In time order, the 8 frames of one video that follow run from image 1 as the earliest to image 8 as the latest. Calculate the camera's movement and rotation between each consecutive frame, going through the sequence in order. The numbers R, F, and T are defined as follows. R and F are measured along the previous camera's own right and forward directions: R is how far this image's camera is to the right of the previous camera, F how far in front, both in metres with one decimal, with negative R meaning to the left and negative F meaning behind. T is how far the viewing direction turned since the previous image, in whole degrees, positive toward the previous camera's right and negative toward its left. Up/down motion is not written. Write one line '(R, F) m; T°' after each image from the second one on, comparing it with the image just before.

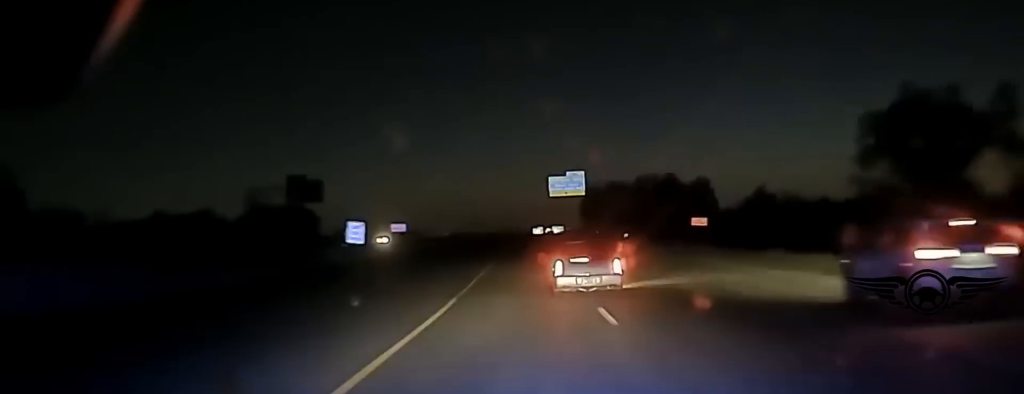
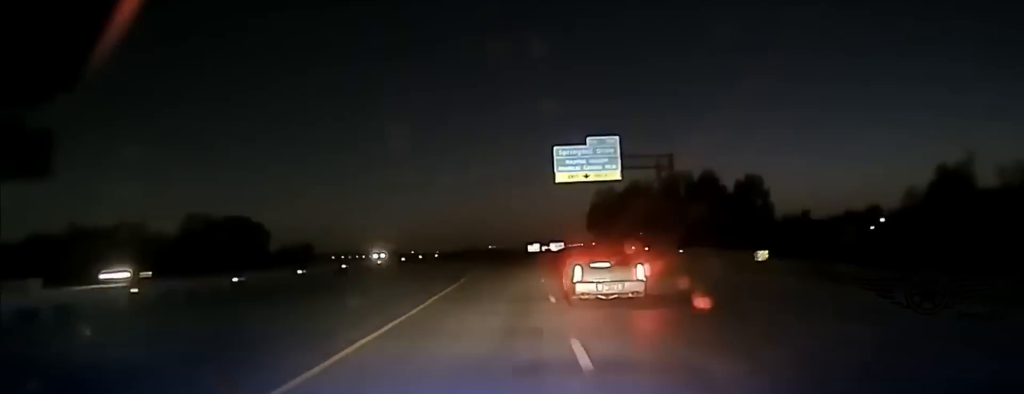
(+0.8, +65.6) m; +1°
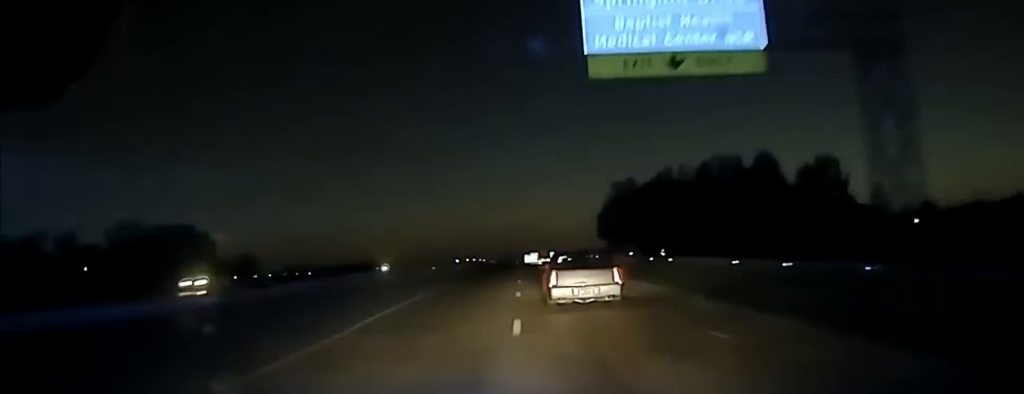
(-0.6, +52.2) m; -1°
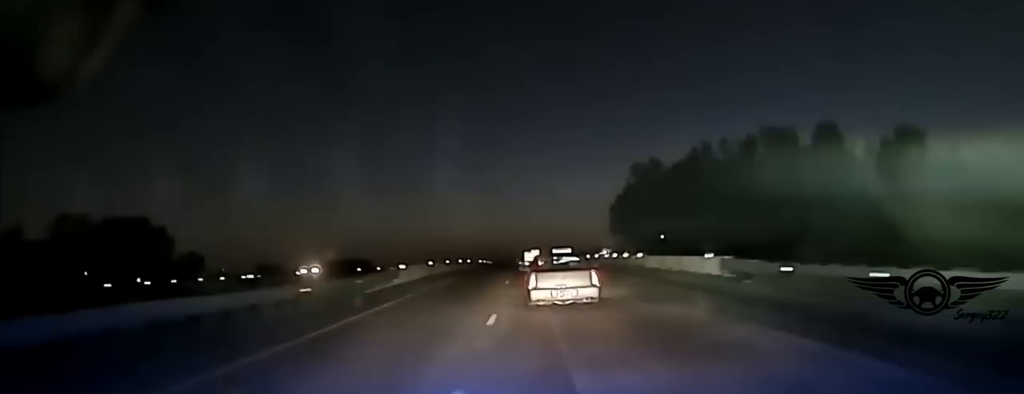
(-0.2, +38.6) m; 0°
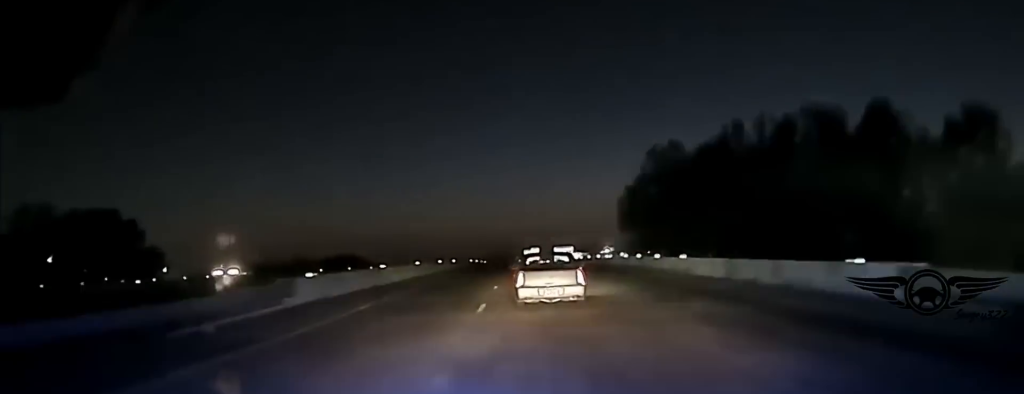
(0.0, +21.6) m; 0°
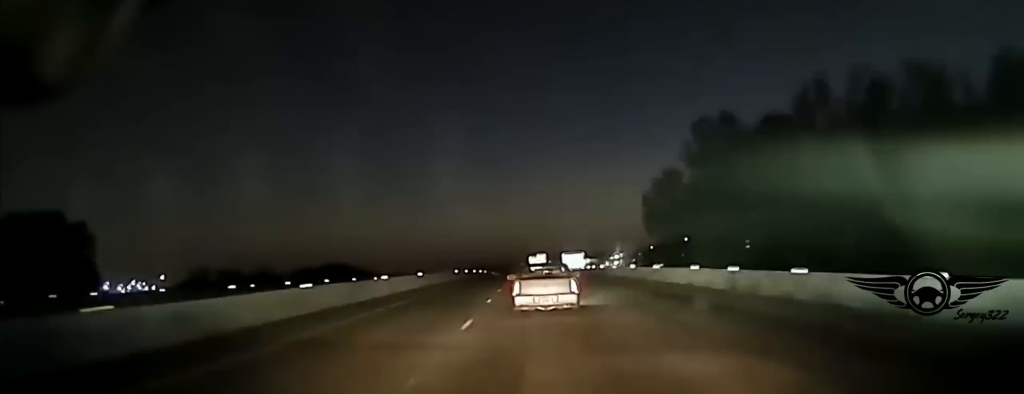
(0.0, +32.8) m; 0°
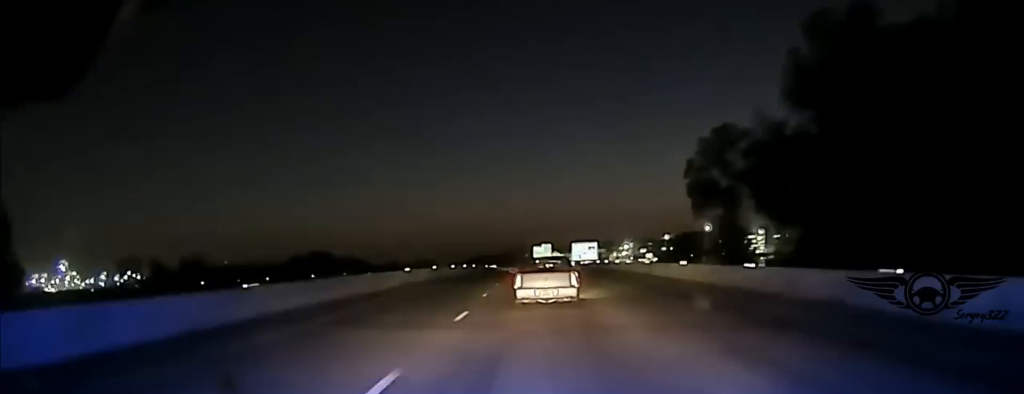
(0.0, +34.6) m; 0°
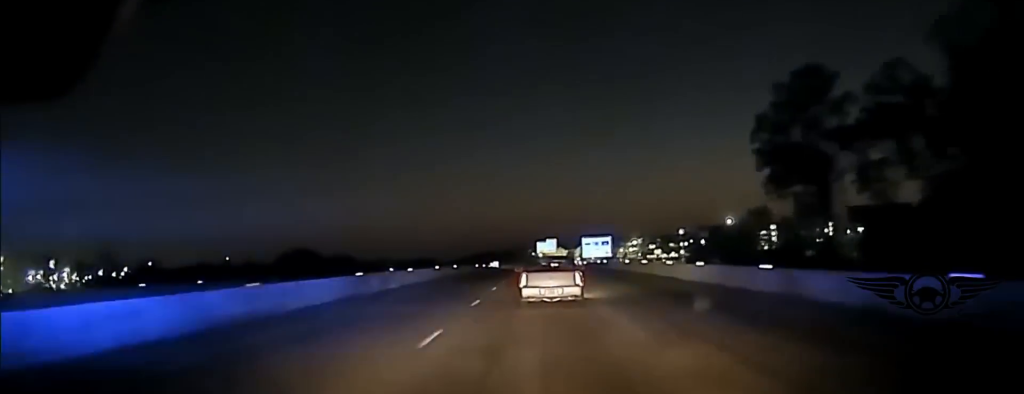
(0.0, +25.2) m; 0°
